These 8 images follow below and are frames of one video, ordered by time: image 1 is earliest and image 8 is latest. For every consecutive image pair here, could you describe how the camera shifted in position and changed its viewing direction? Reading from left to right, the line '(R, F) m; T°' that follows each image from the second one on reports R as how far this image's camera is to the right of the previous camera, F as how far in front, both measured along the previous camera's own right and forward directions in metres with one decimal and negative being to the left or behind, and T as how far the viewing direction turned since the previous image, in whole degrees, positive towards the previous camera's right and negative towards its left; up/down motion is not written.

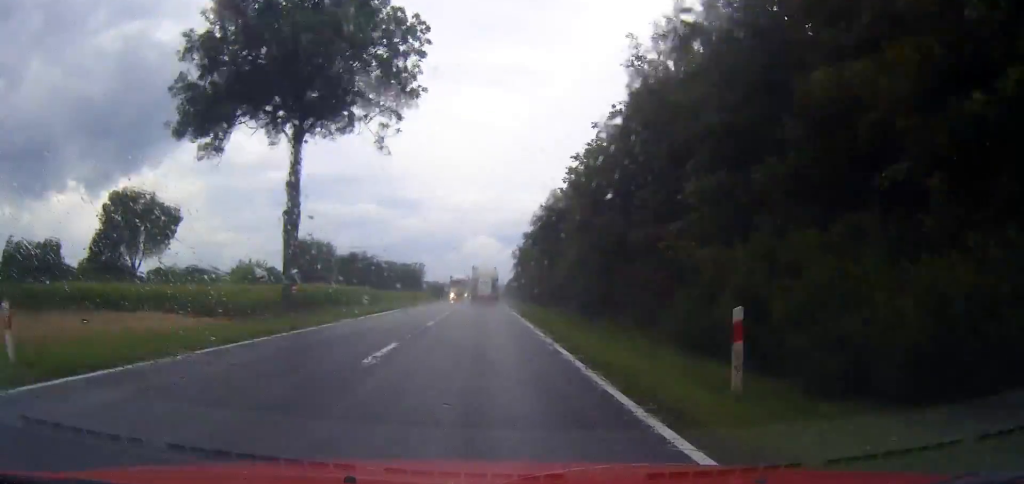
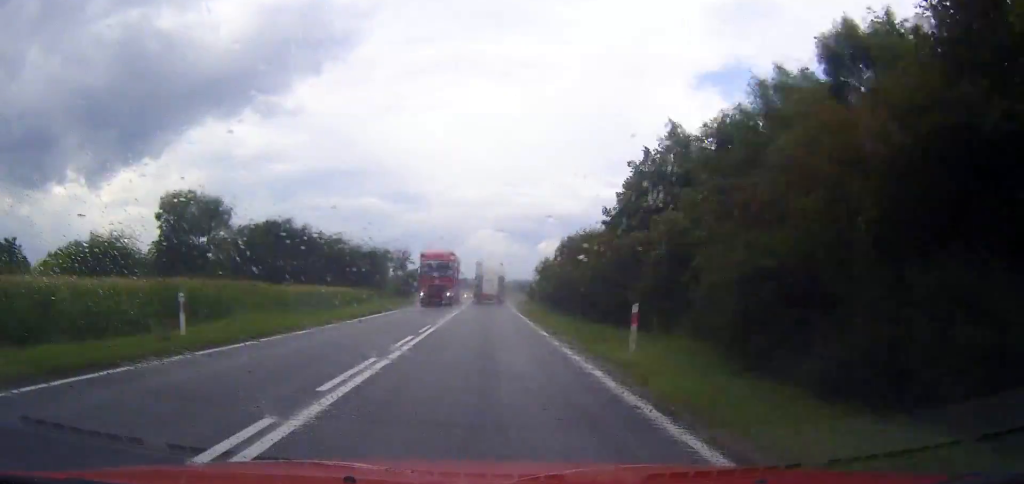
(-0.3, +93.4) m; 0°
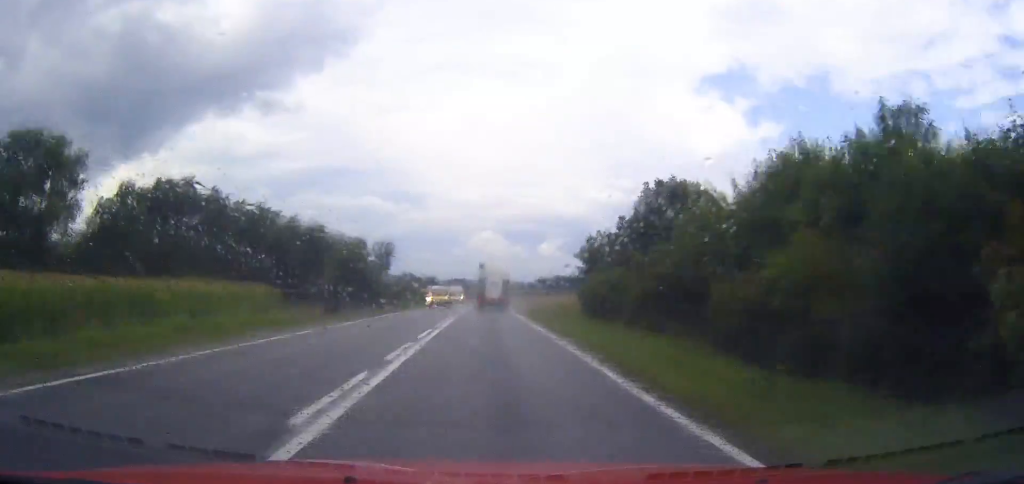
(+0.1, +50.4) m; 0°
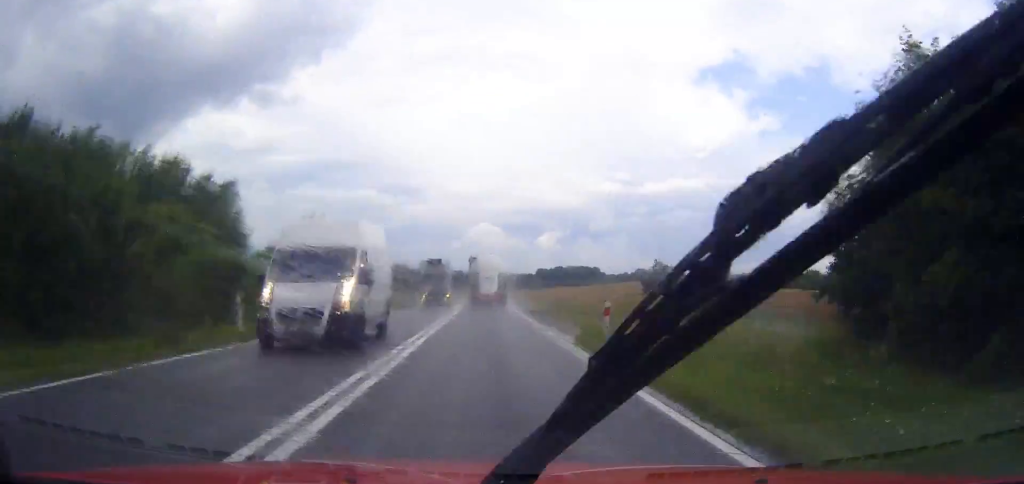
(-0.3, +45.7) m; -2°
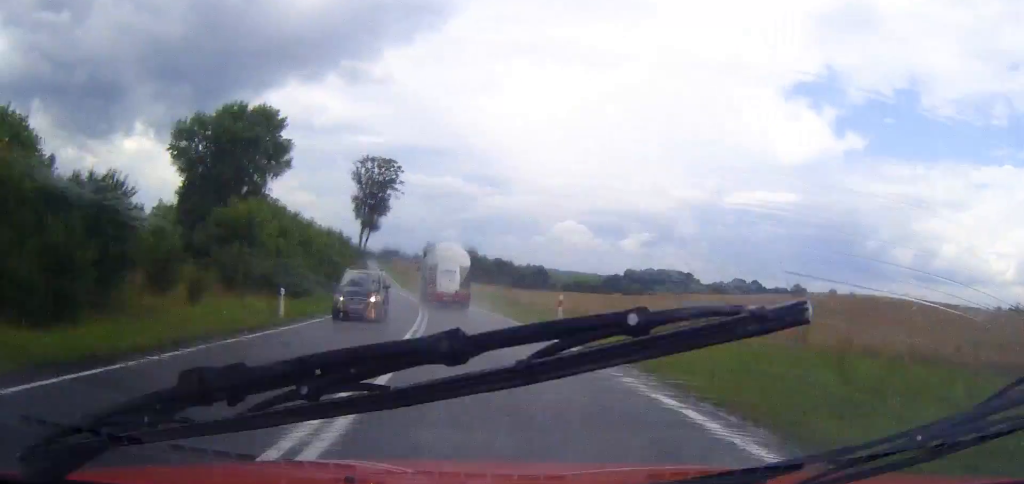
(-4.3, +93.9) m; -8°
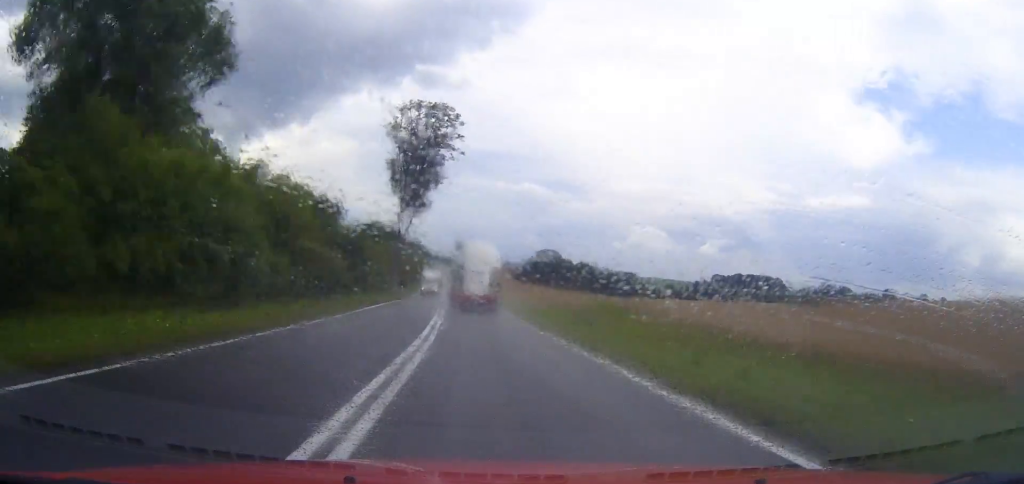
(-2.4, +43.4) m; -3°
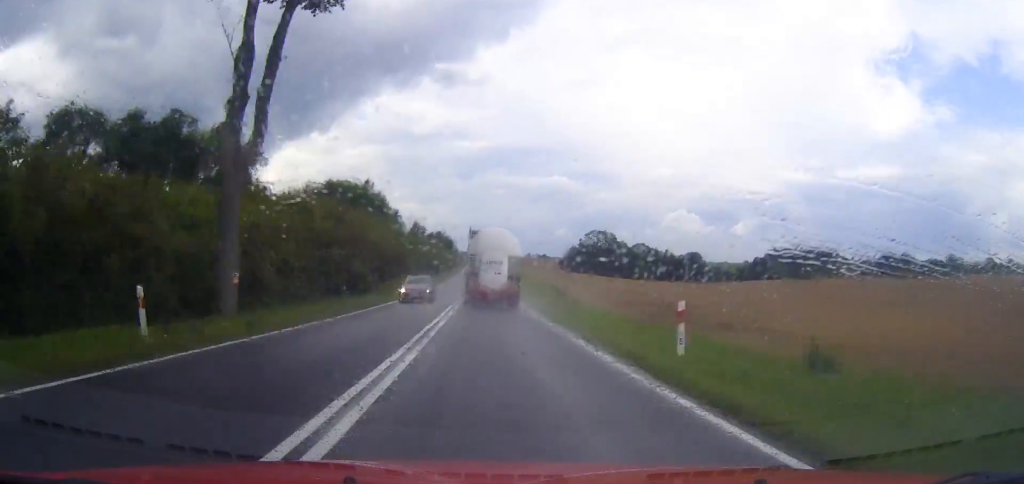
(-2.2, +67.2) m; -2°
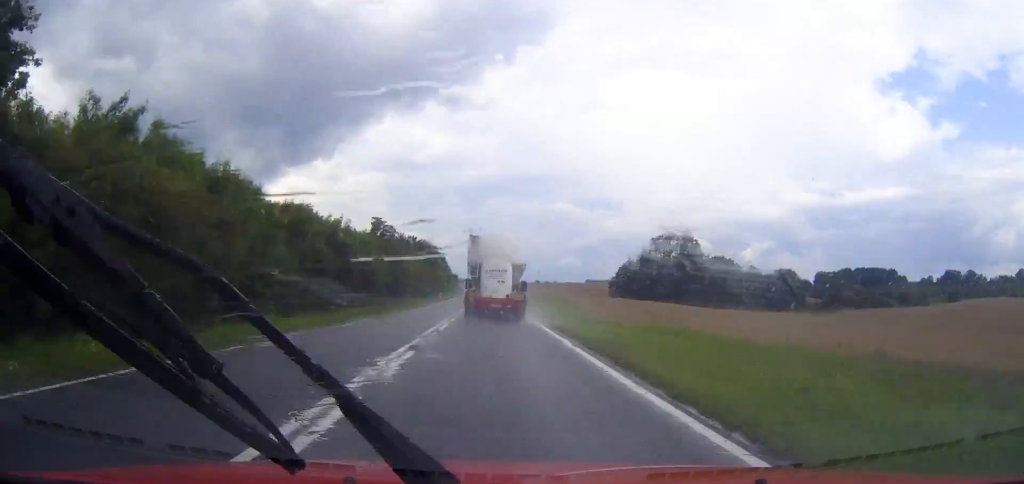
(-0.6, +110.9) m; 0°
